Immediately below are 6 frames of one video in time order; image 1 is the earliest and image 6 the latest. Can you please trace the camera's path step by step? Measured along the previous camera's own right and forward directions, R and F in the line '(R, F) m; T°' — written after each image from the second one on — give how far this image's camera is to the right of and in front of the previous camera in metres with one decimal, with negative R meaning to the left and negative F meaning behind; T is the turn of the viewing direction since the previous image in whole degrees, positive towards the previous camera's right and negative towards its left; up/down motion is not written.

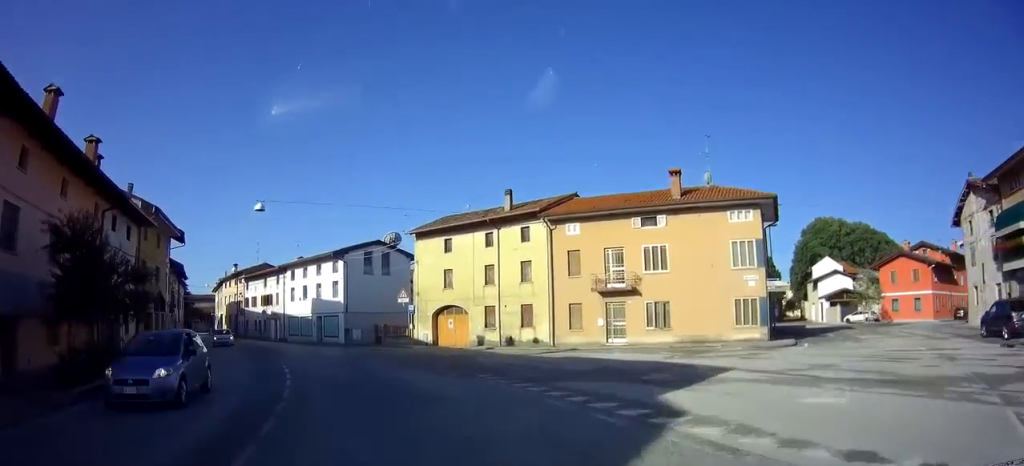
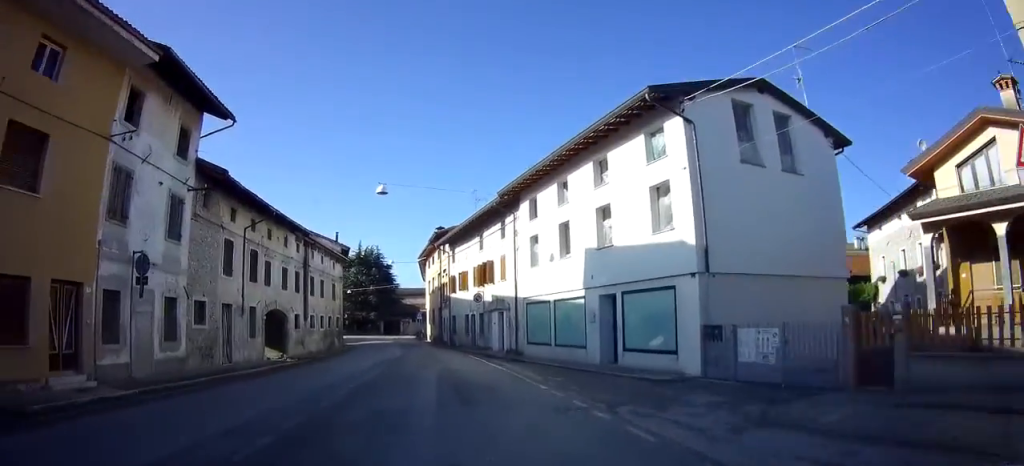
(-8.6, +30.4) m; -27°
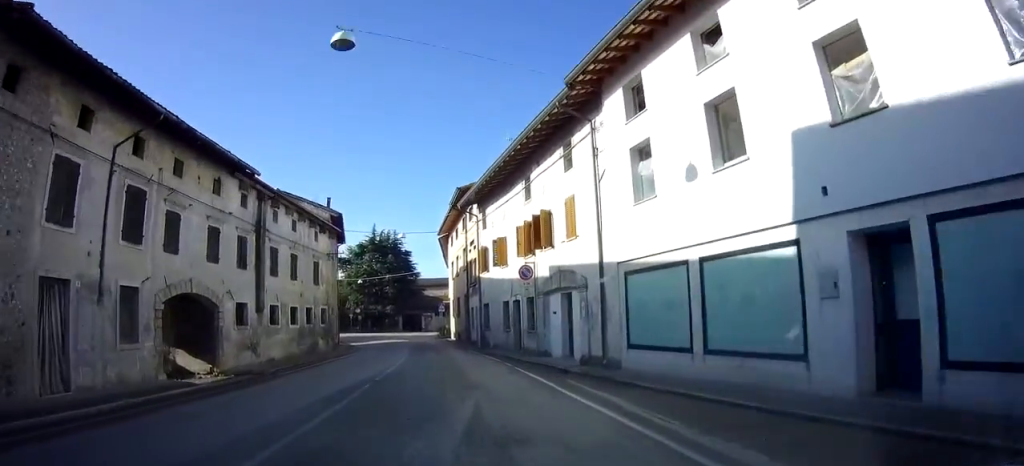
(-0.5, +11.3) m; -3°
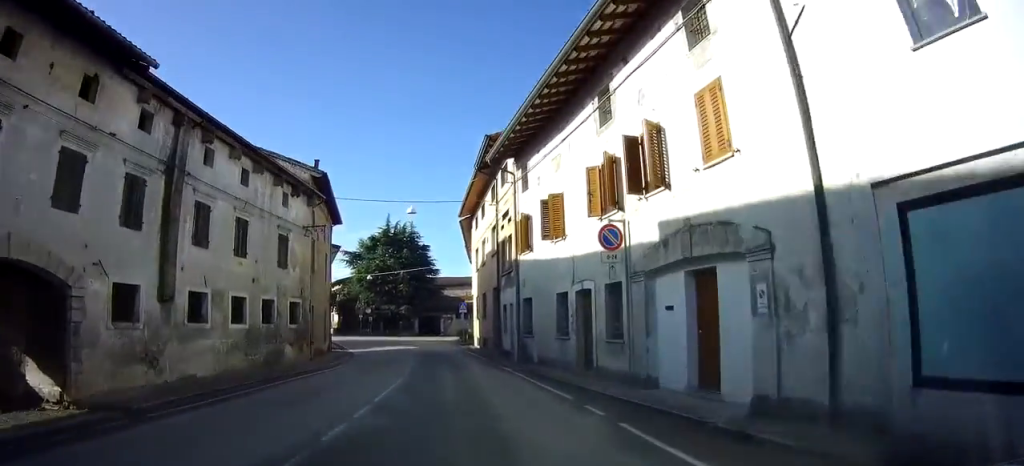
(-0.2, +8.4) m; -2°
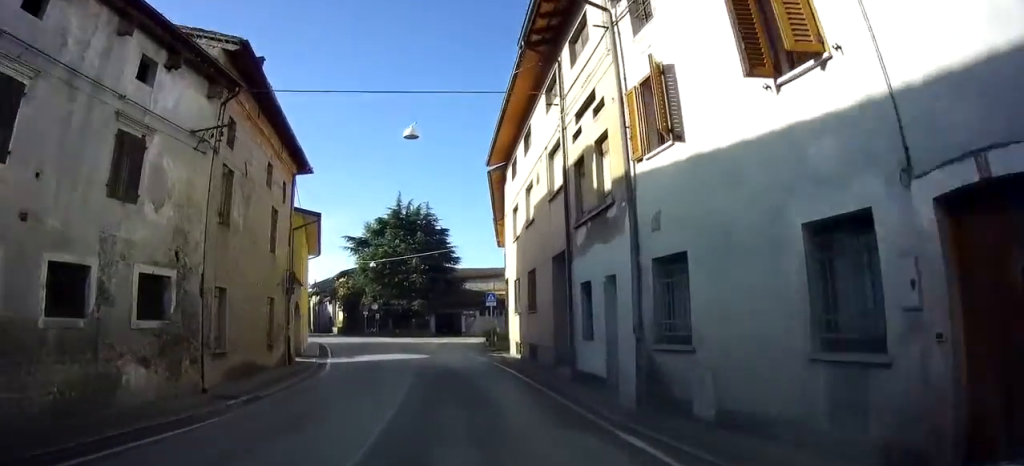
(-0.2, +10.8) m; -2°
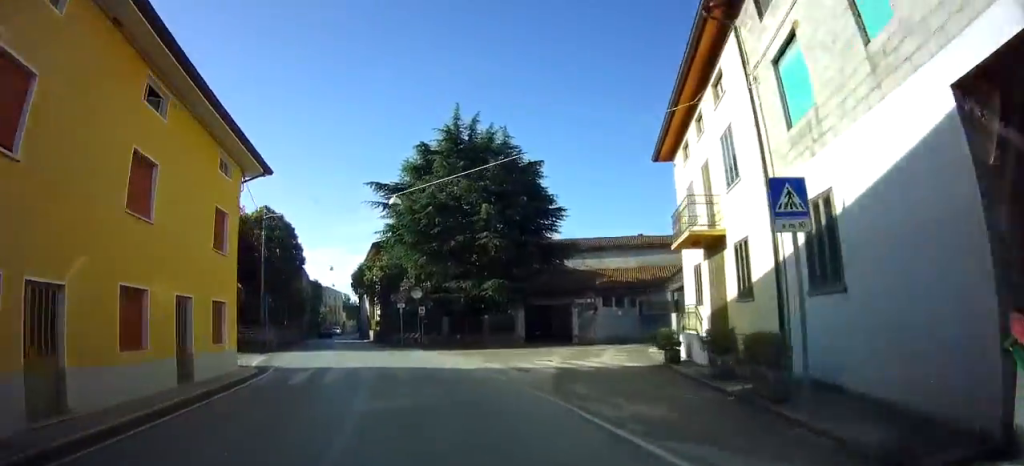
(-1.1, +24.1) m; -6°
